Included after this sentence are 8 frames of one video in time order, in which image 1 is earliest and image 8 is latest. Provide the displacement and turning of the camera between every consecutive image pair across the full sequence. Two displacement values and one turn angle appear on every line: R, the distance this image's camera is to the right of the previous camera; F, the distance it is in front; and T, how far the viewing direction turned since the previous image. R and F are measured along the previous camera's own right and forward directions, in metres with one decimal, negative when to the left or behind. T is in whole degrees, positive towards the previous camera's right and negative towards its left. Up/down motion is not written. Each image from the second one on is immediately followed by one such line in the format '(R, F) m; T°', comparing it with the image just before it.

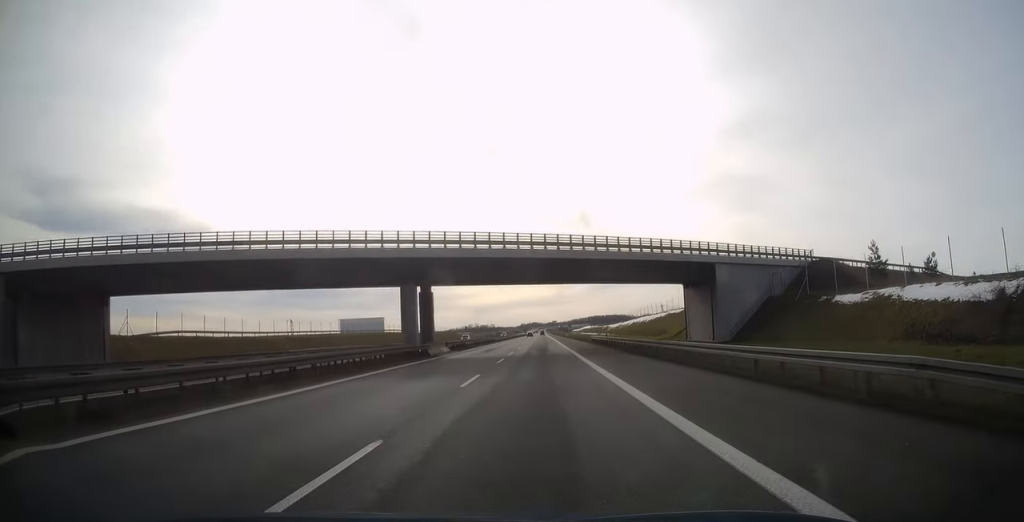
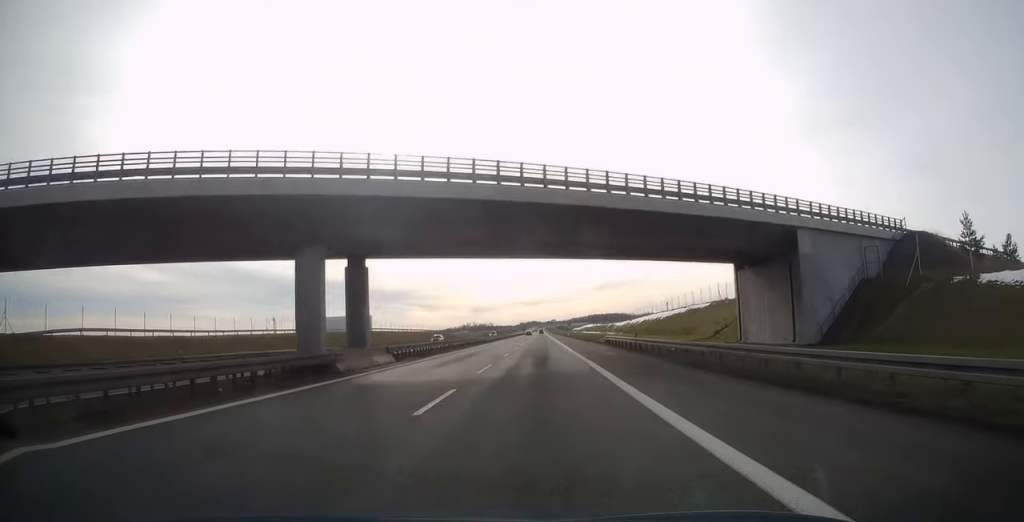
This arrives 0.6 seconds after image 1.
(0.0, +16.8) m; 0°
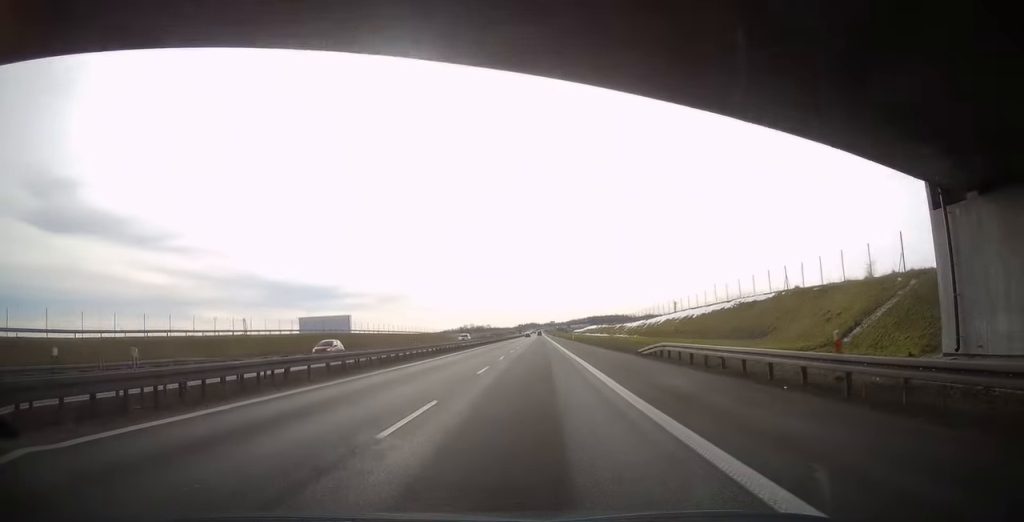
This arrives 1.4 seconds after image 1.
(0.0, +24.4) m; 0°
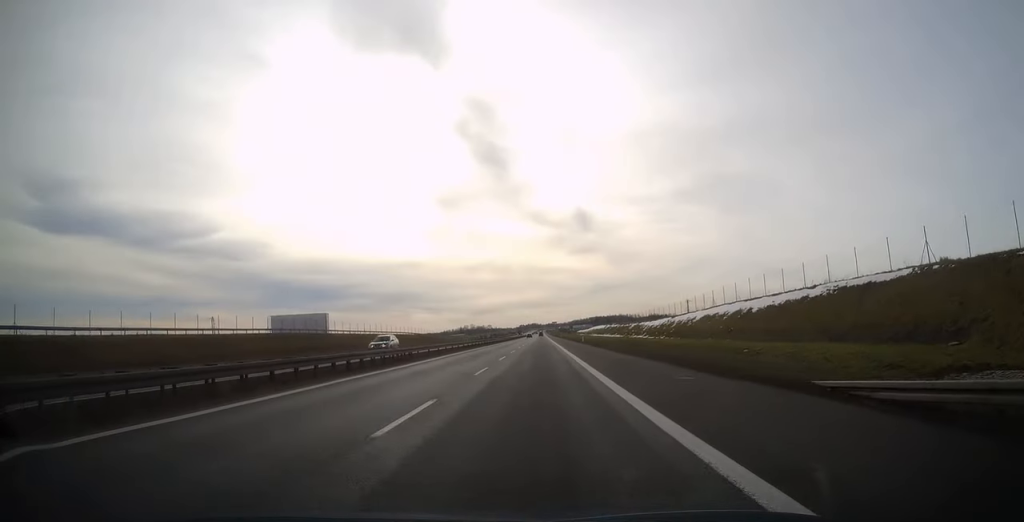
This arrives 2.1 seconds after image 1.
(0.0, +24.0) m; 0°
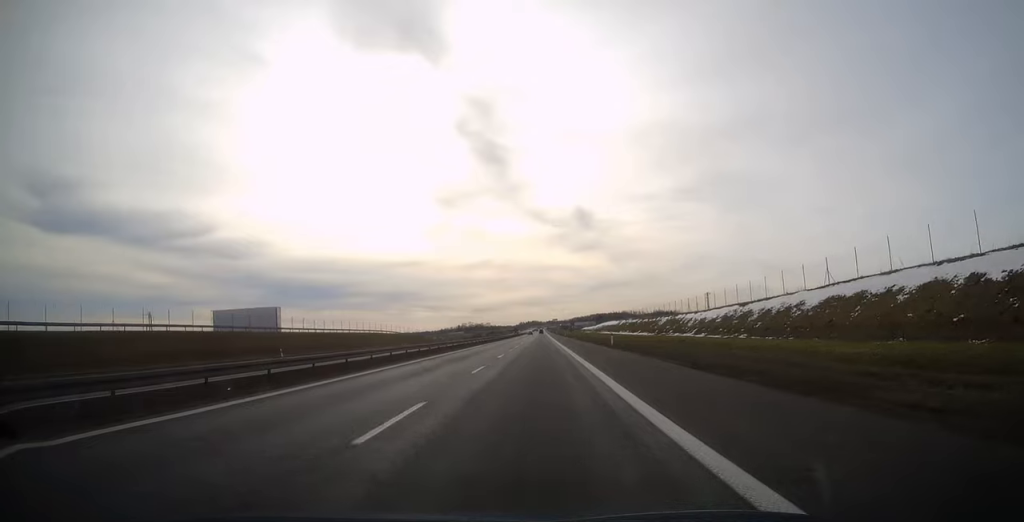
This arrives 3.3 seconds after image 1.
(-0.1, +35.7) m; 0°
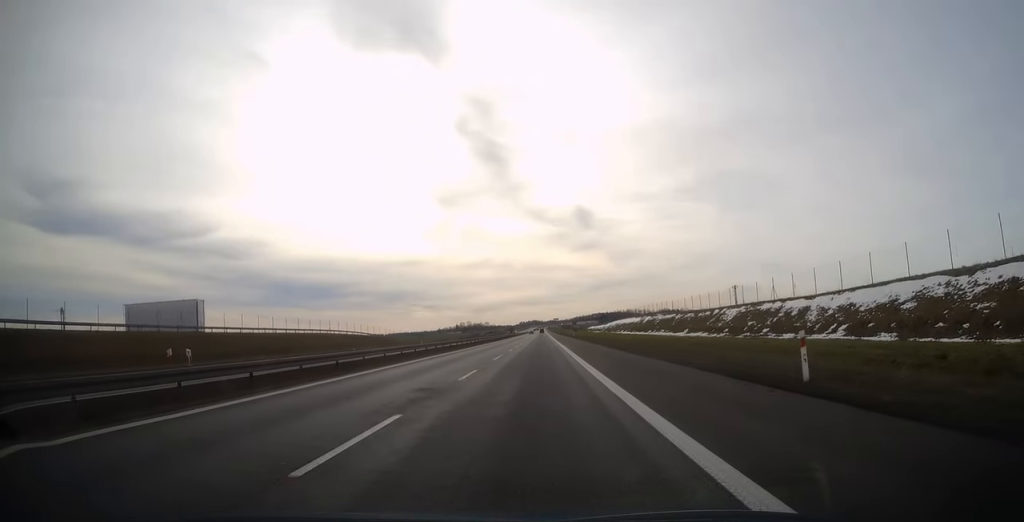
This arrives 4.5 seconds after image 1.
(0.0, +37.3) m; 0°
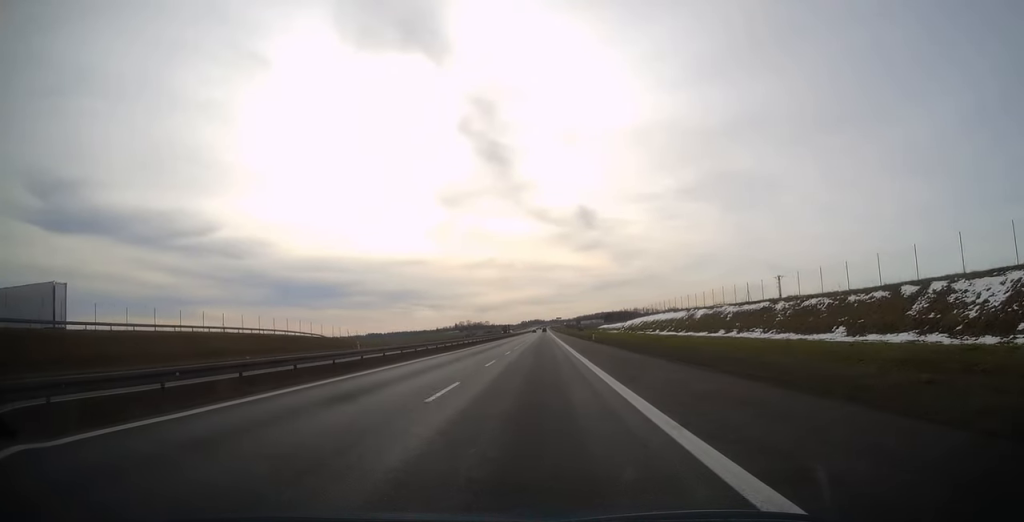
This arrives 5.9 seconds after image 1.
(0.0, +40.8) m; 0°
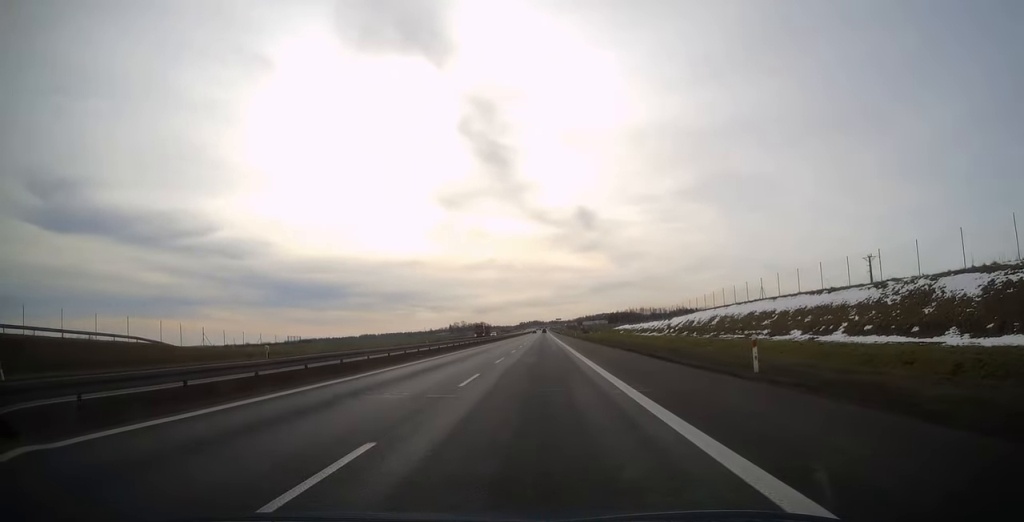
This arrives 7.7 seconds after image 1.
(-0.2, +55.1) m; 0°
